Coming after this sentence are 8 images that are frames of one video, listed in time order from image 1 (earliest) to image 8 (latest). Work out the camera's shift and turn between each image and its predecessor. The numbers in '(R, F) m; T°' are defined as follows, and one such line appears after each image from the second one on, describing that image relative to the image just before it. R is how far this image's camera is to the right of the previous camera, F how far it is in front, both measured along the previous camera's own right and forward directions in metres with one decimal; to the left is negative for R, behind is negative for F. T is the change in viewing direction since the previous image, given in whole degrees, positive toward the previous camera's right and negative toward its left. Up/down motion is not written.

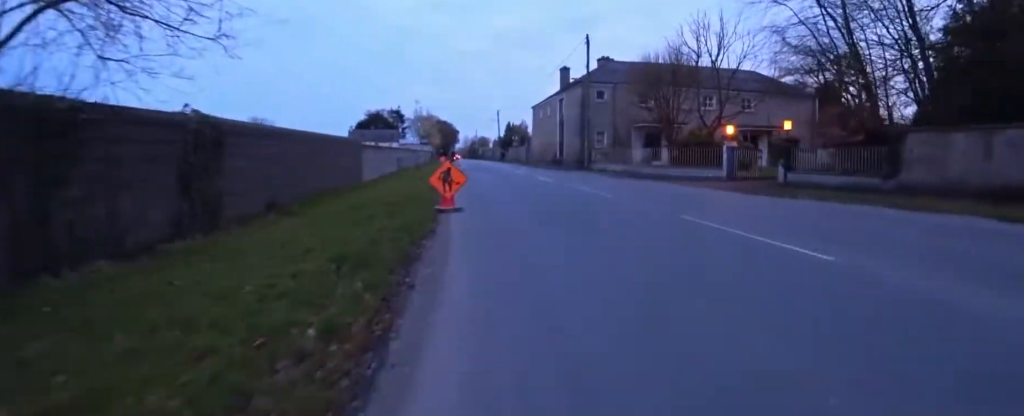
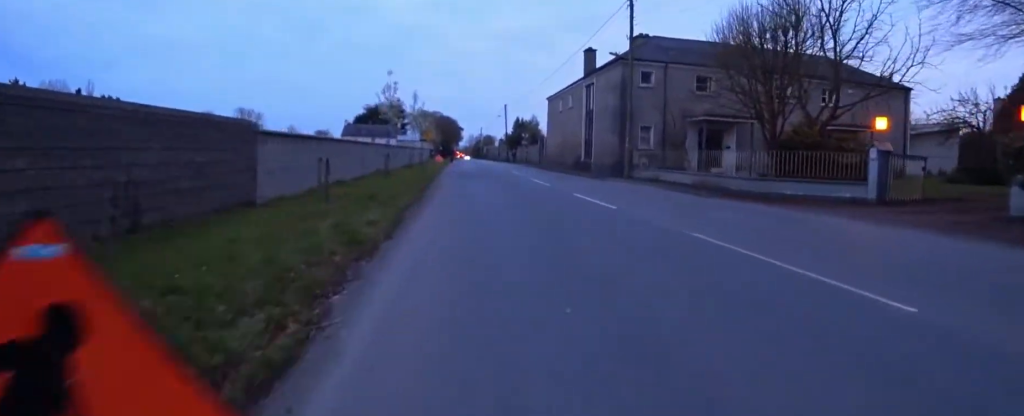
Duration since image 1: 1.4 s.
(-0.6, +8.6) m; +8°
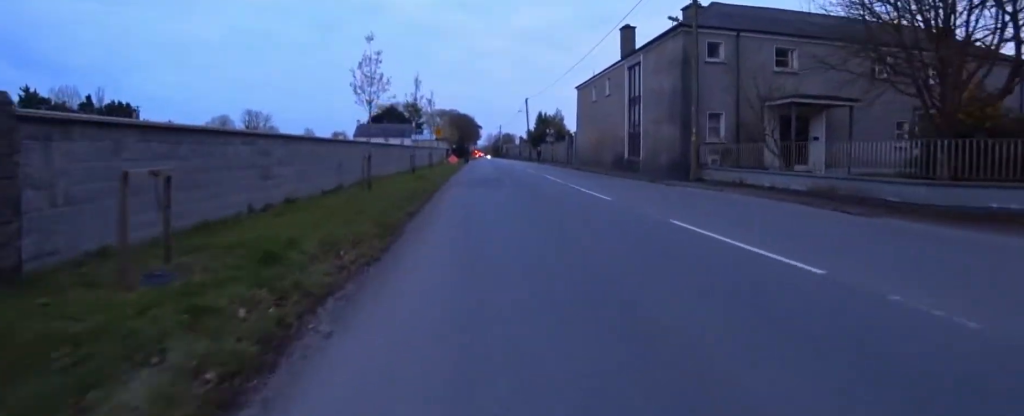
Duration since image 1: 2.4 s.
(+0.8, +5.5) m; +3°
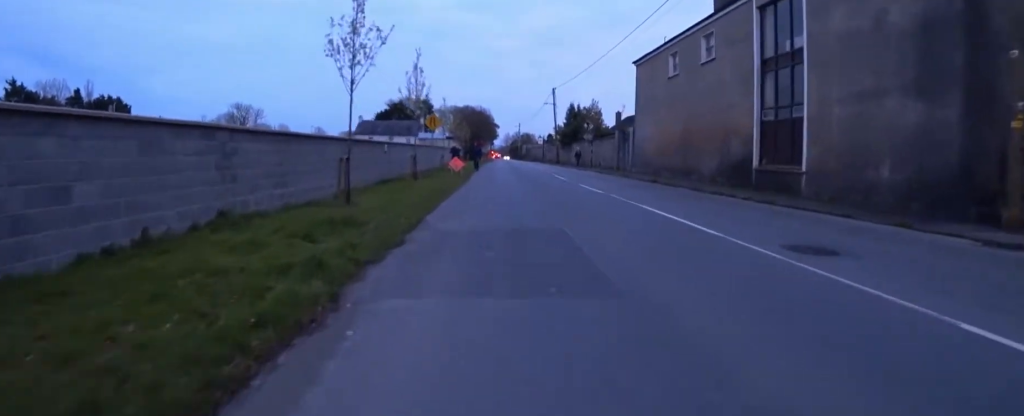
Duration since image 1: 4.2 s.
(-0.1, +11.1) m; -4°
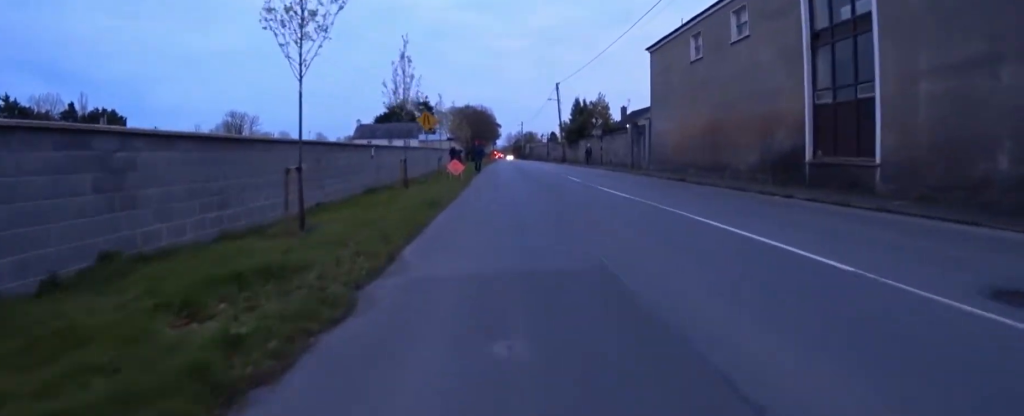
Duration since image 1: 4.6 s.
(+0.3, +2.4) m; -3°
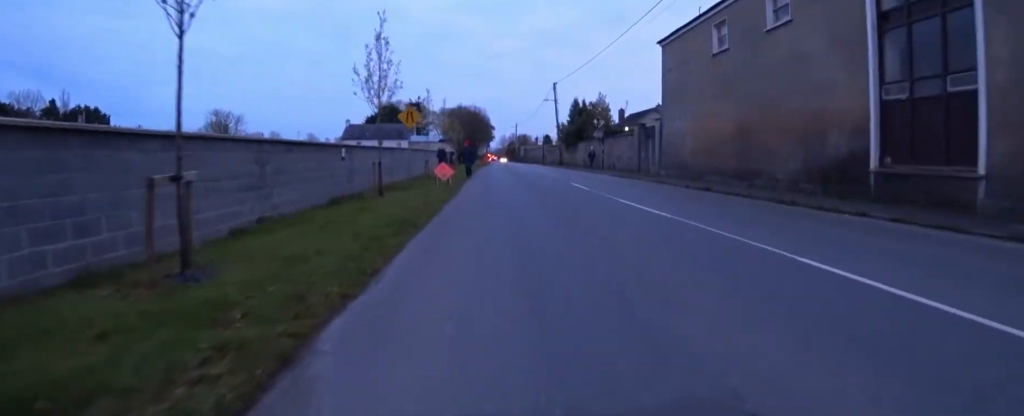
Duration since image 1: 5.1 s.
(-0.6, +2.5) m; -5°
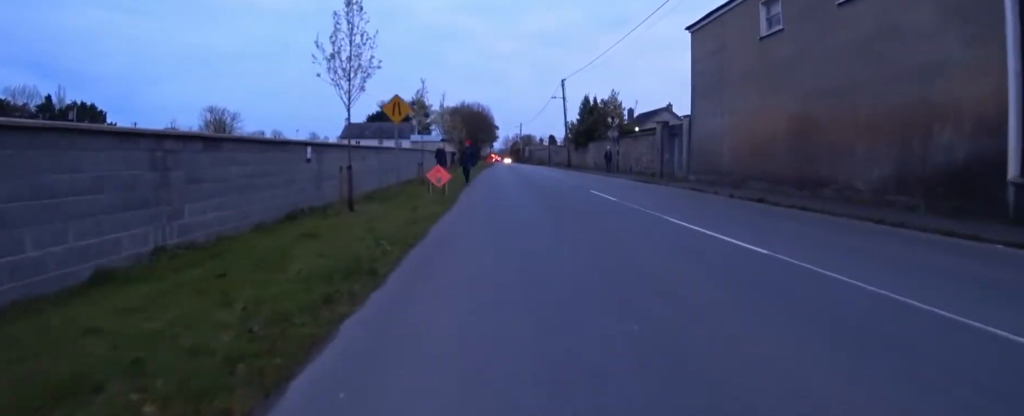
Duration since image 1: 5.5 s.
(-0.5, +2.8) m; -5°
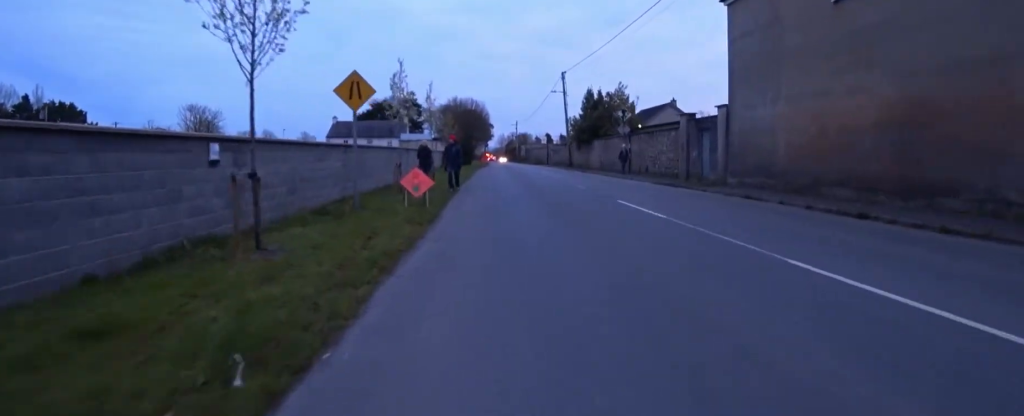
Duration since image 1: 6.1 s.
(+0.2, +3.5) m; +3°
